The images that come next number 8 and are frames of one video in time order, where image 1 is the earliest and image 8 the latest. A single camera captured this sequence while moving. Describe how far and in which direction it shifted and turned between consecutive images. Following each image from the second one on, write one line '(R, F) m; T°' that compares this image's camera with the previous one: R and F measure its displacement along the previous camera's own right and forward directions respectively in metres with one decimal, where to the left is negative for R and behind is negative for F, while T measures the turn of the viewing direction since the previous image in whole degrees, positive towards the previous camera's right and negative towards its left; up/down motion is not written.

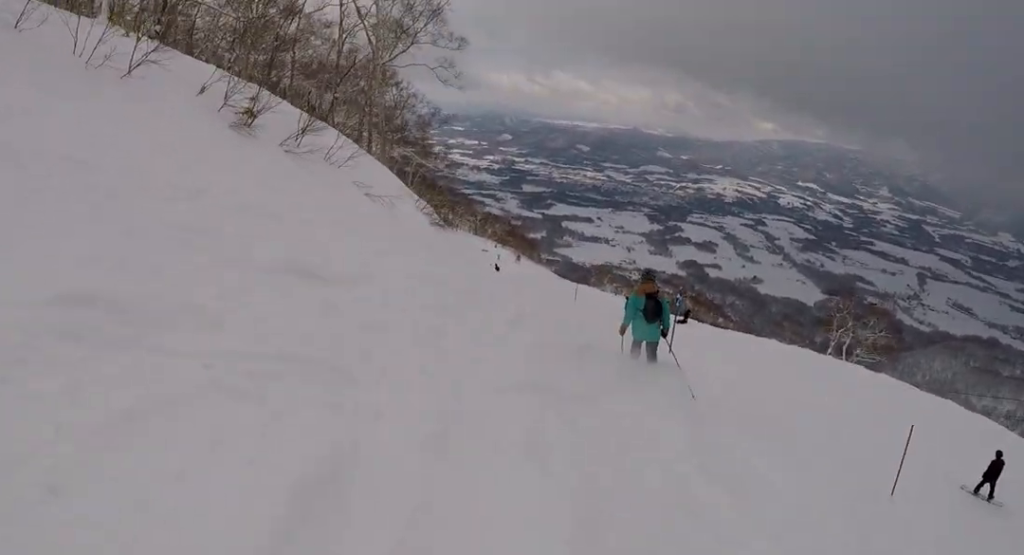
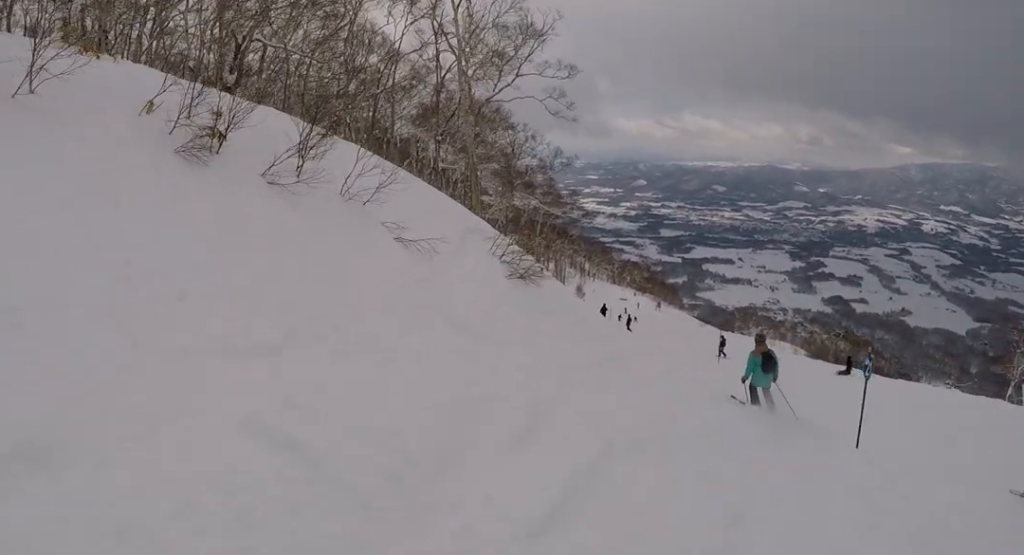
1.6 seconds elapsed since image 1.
(-1.1, +5.6) m; -6°
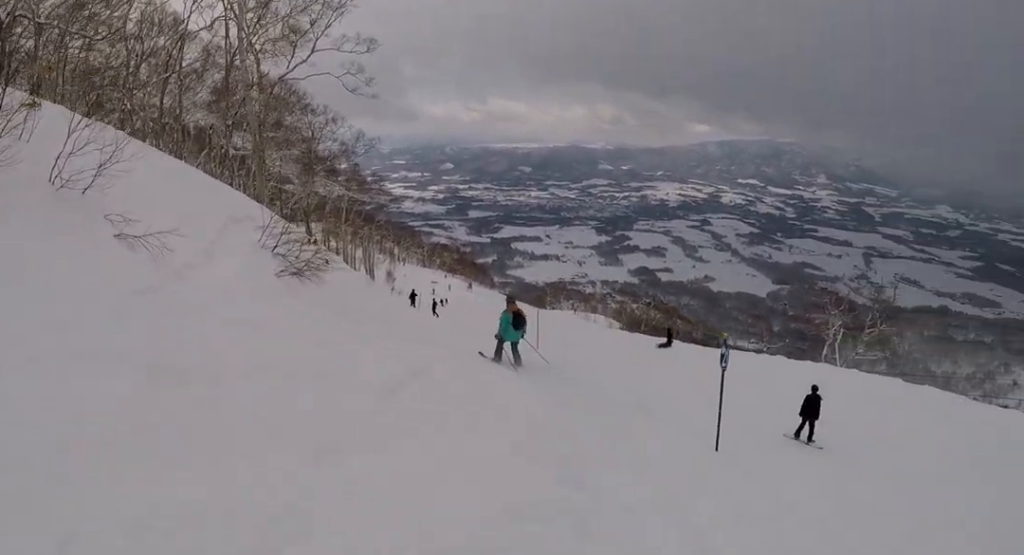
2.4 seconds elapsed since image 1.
(+0.5, +3.5) m; +6°
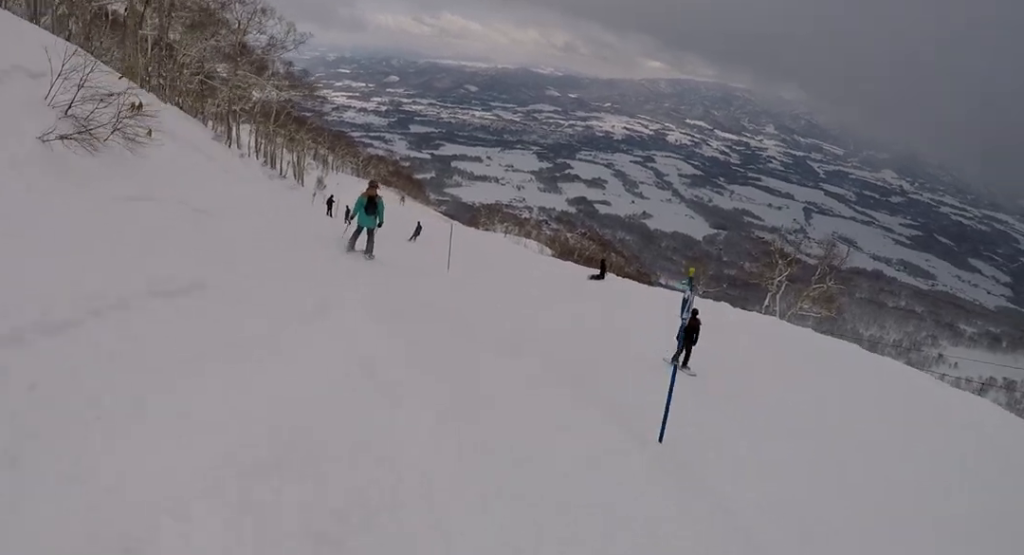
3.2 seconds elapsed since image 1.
(+0.2, +3.8) m; -6°
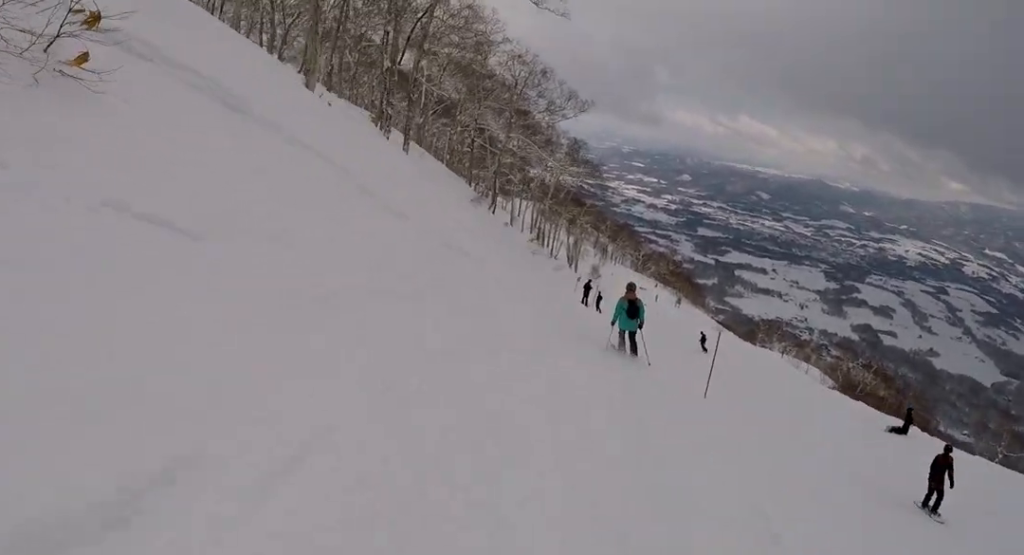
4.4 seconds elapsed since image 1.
(-1.2, +5.7) m; -19°
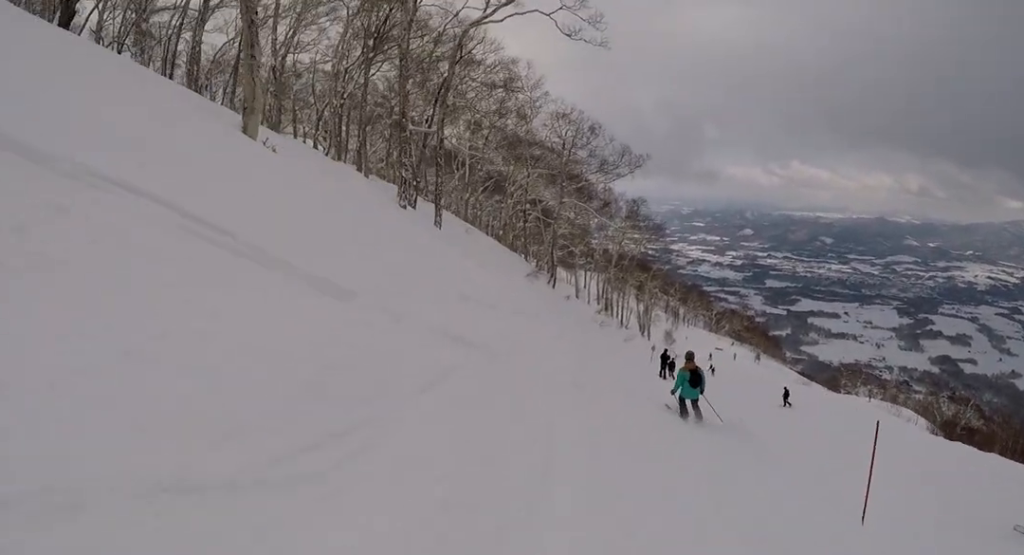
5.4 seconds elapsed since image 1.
(-0.3, +4.8) m; -3°
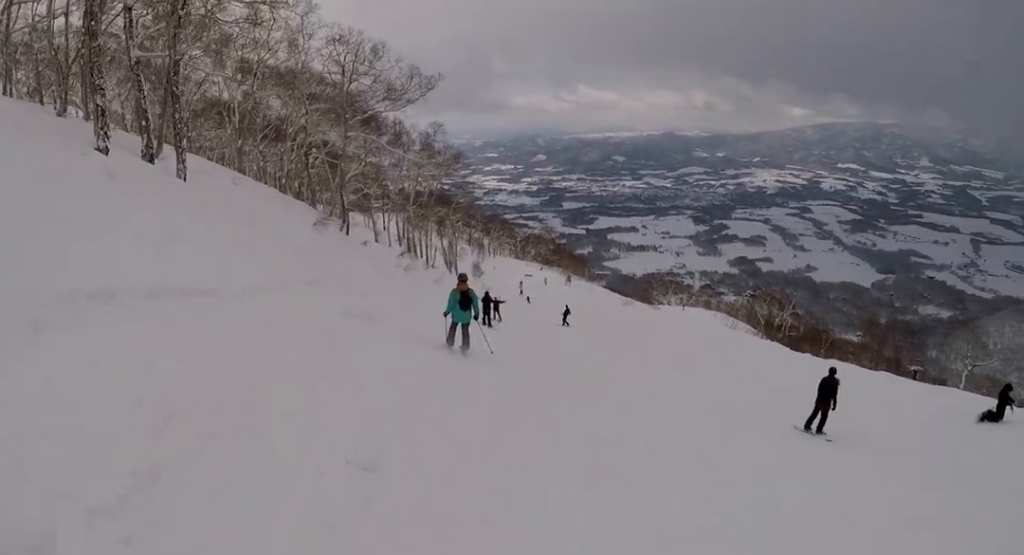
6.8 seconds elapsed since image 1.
(+0.2, +7.0) m; +8°
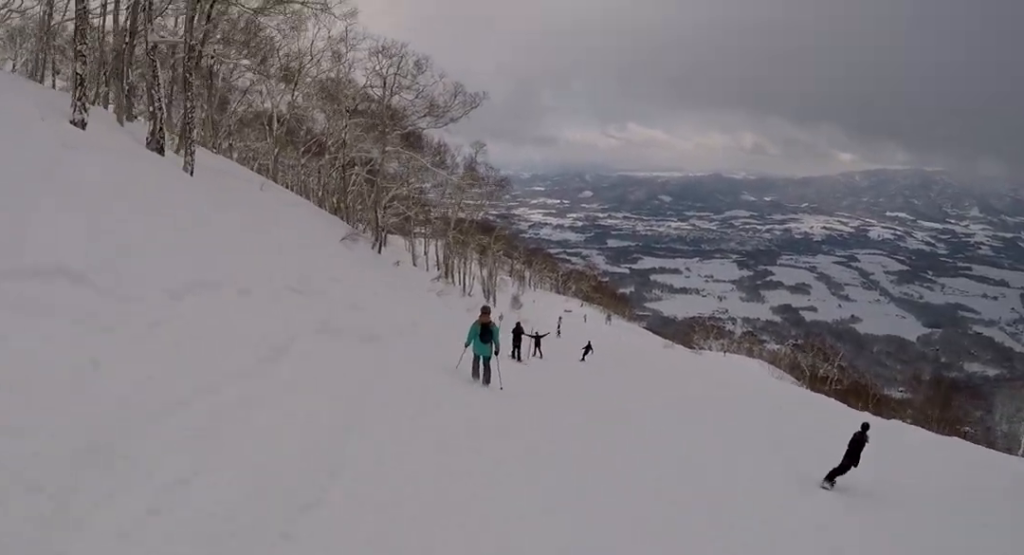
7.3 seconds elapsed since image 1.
(+0.3, +2.4) m; -4°
